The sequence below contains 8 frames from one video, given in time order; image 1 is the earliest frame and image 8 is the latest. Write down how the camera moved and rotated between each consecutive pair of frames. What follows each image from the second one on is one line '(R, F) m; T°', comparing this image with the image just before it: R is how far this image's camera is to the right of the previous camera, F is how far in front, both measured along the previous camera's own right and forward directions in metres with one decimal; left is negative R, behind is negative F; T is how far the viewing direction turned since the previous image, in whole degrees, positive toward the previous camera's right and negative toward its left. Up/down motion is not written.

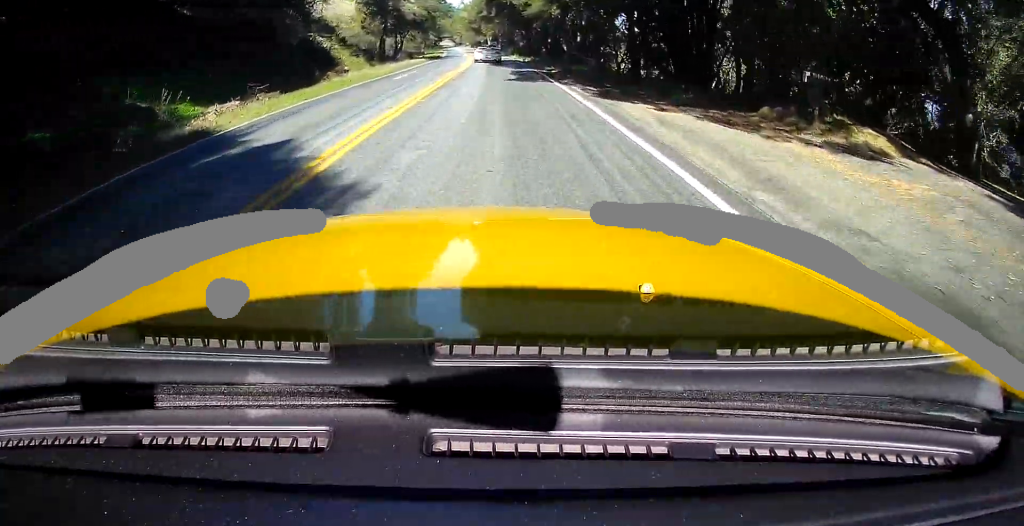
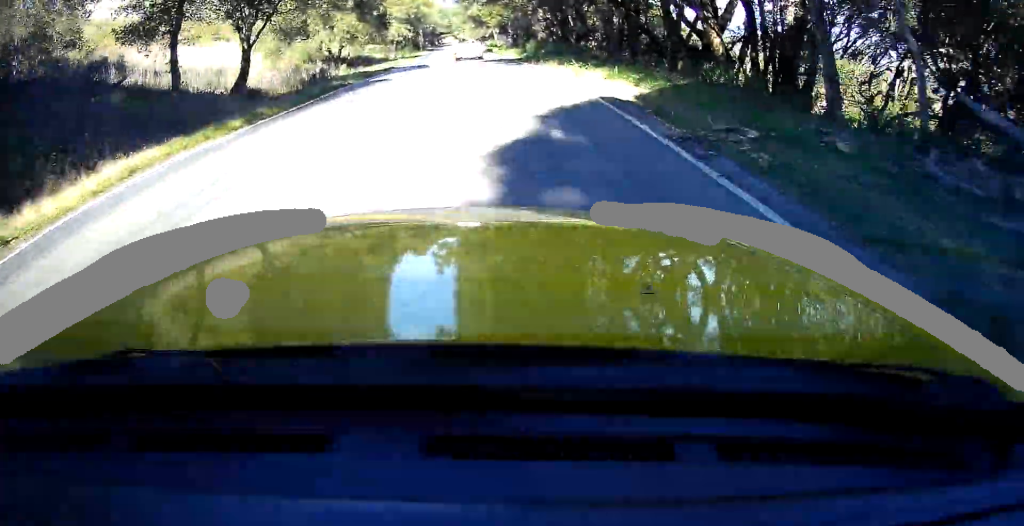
(0.0, +37.0) m; -1°
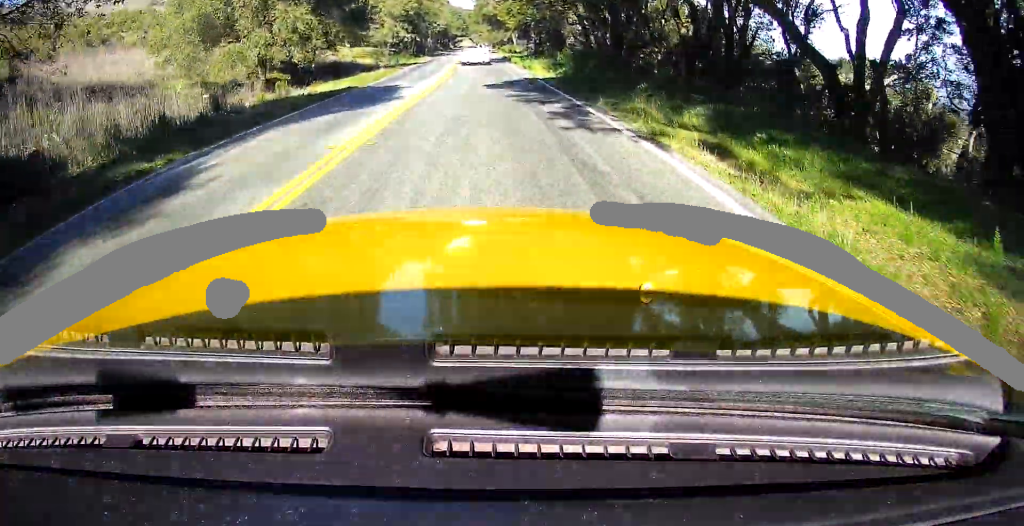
(+0.2, +14.7) m; -1°
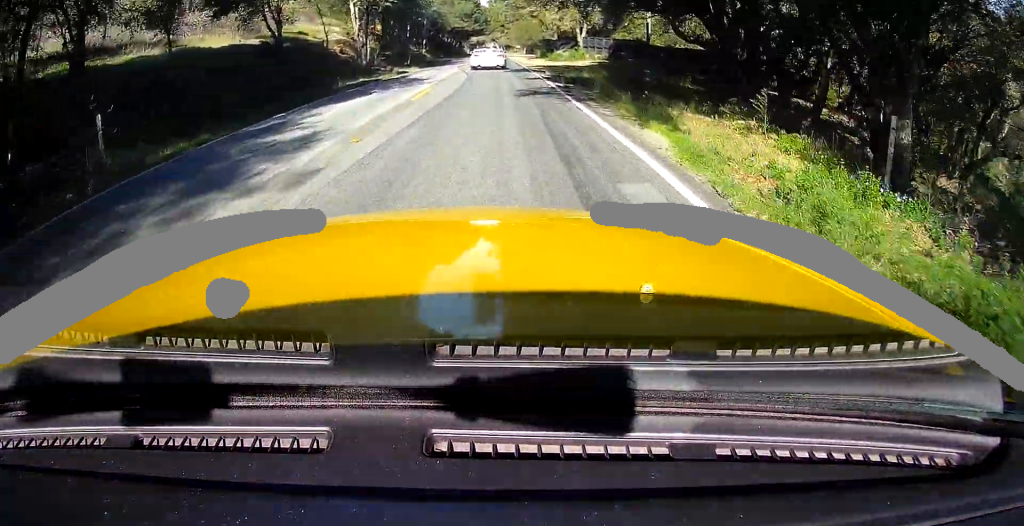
(-2.2, +74.0) m; -3°
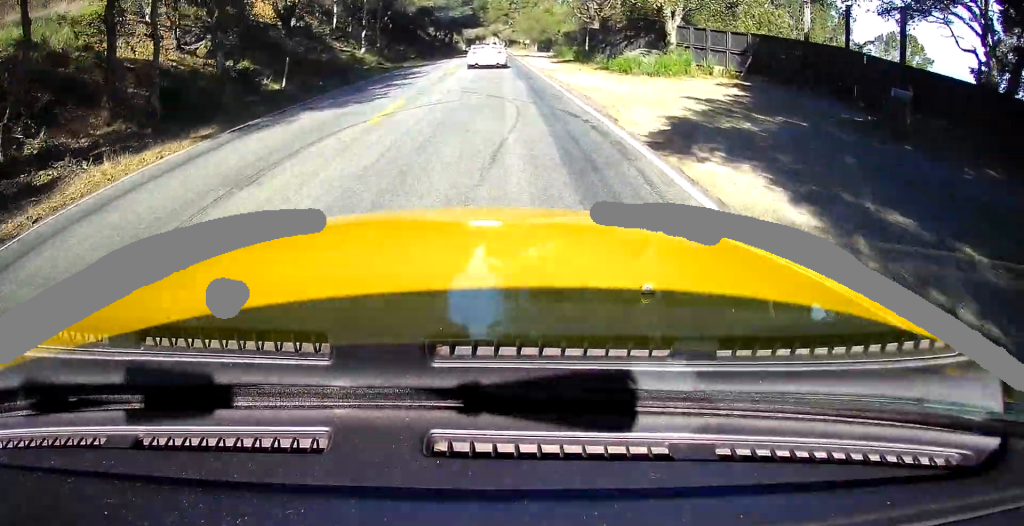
(-0.6, +34.7) m; -1°
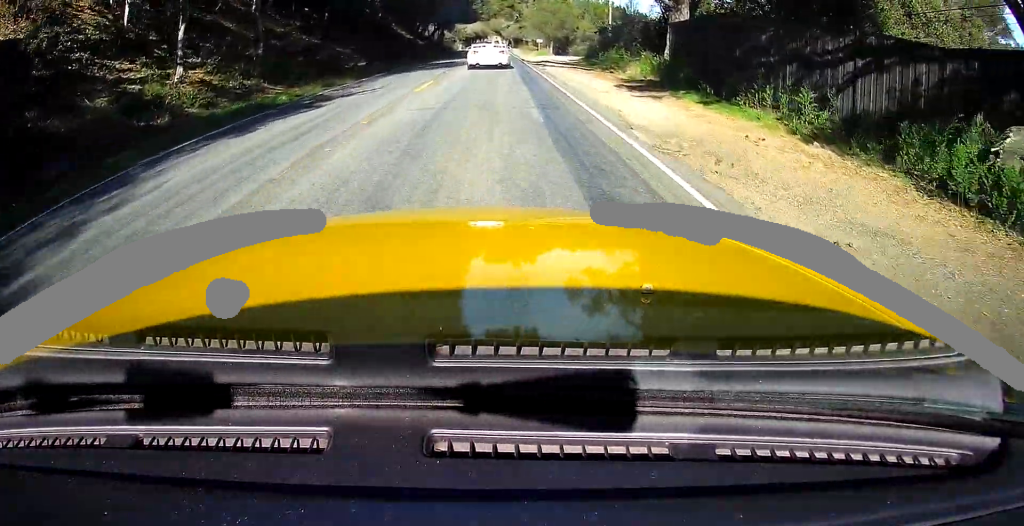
(+0.1, +25.0) m; 0°
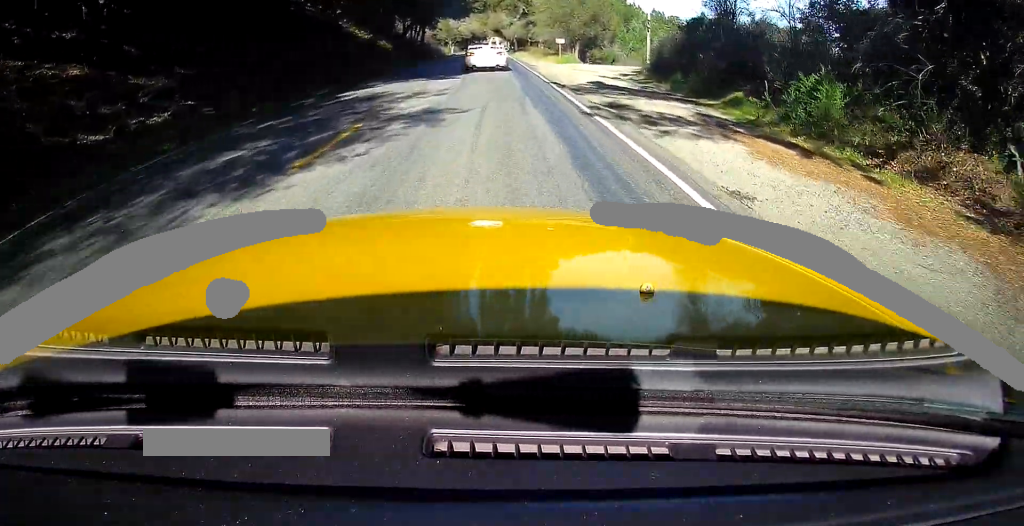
(-0.2, +25.1) m; 0°
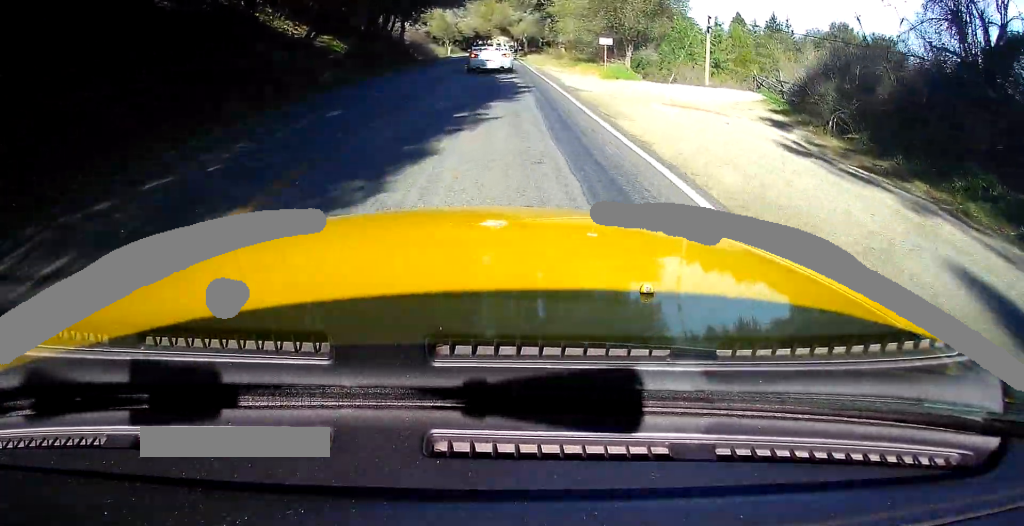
(+0.1, +19.1) m; 0°
